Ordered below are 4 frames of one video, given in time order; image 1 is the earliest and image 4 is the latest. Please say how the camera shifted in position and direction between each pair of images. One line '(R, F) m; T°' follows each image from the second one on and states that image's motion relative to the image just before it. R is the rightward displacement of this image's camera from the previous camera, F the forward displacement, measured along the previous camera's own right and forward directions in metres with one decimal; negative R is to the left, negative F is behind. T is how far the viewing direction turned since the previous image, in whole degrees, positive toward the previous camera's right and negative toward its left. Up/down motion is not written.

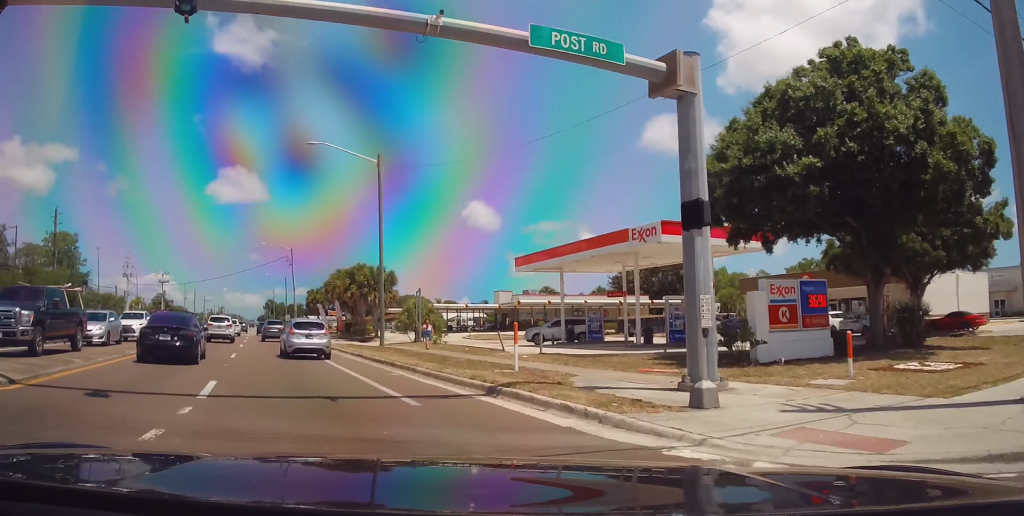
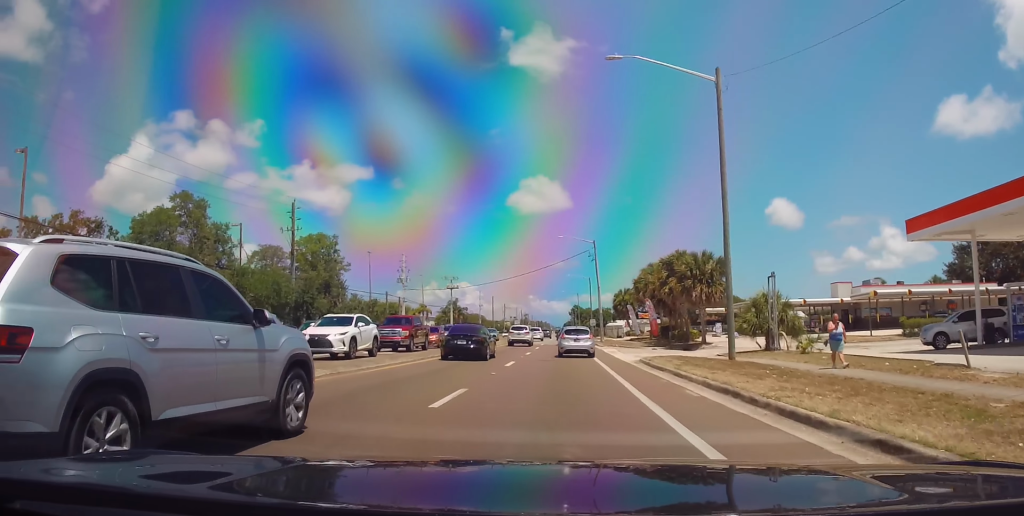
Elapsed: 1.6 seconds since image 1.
(-2.8, +12.8) m; -21°
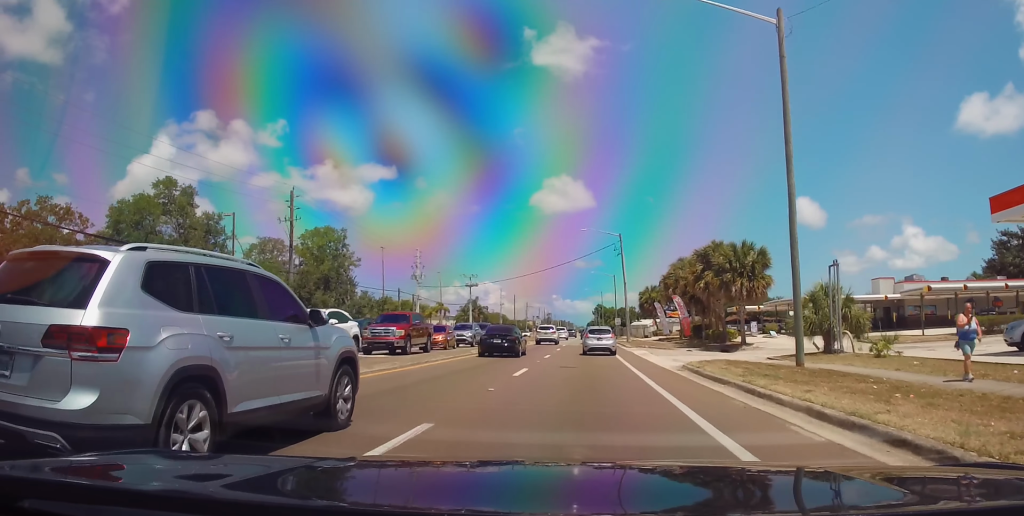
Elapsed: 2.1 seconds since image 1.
(-0.3, +4.8) m; -5°
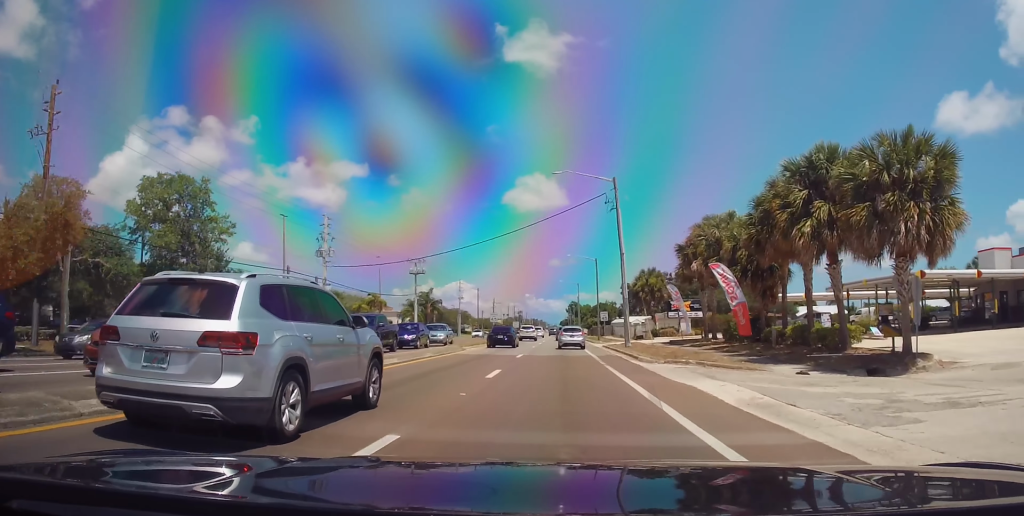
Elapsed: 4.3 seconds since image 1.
(-0.1, +23.7) m; +2°
